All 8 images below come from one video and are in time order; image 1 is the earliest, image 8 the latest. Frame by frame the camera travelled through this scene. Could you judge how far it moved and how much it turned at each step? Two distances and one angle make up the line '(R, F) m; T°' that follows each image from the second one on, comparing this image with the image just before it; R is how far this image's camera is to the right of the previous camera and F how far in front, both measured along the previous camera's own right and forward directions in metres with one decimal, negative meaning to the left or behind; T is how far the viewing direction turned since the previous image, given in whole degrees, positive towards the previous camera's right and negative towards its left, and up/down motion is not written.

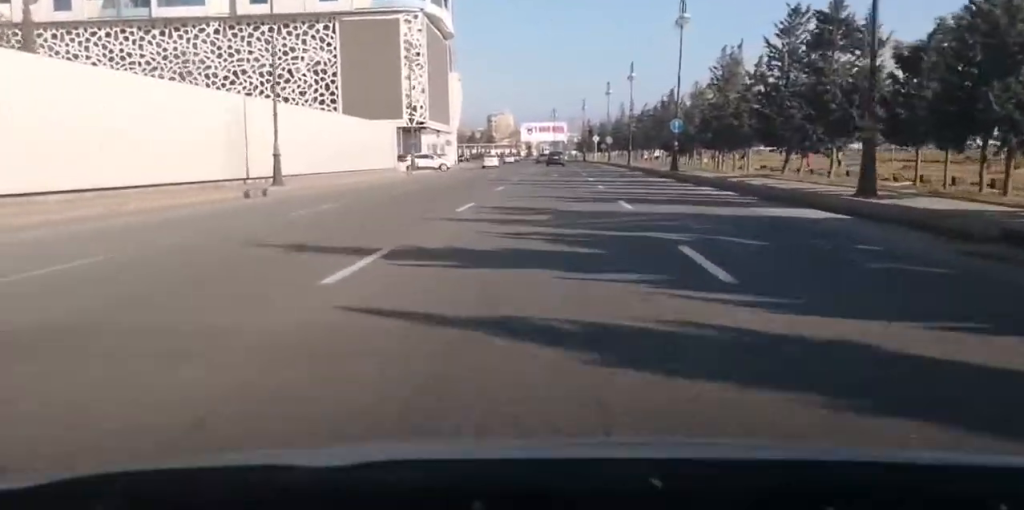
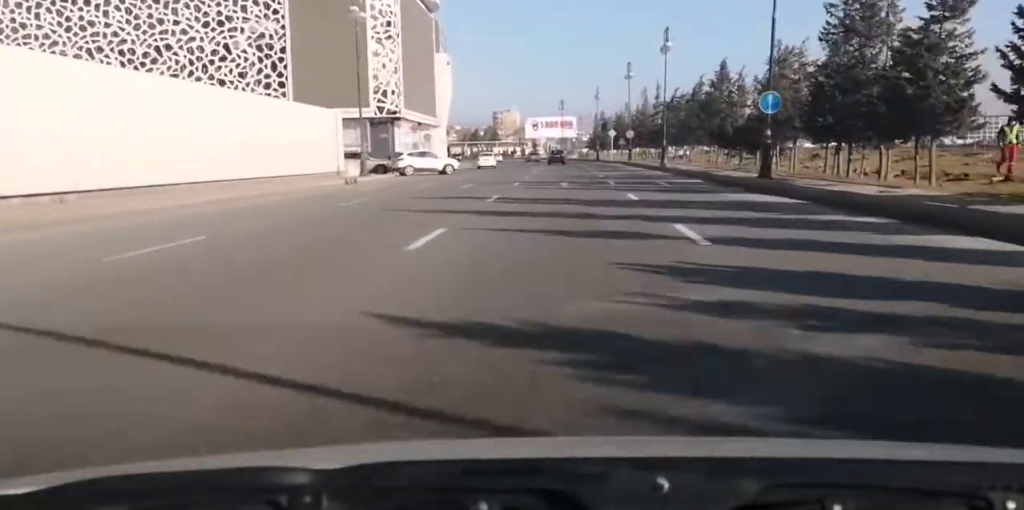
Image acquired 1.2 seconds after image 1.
(0.0, +20.6) m; -1°
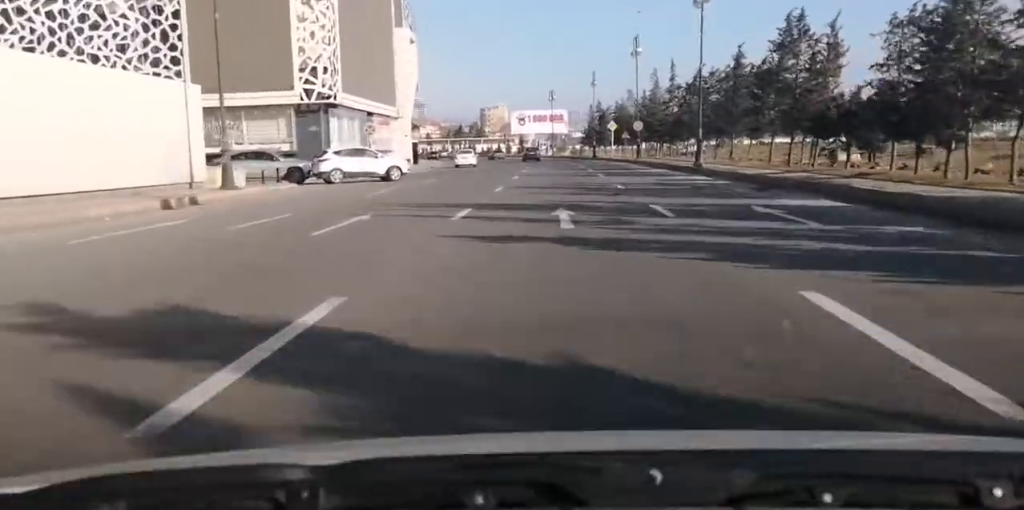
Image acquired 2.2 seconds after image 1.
(-0.3, +19.6) m; -1°
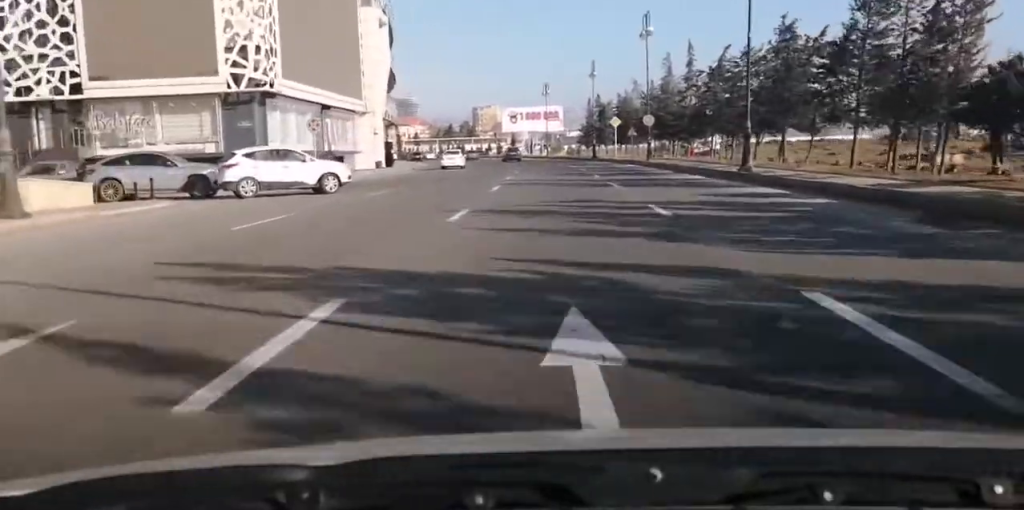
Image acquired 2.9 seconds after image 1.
(-0.2, +11.8) m; 0°
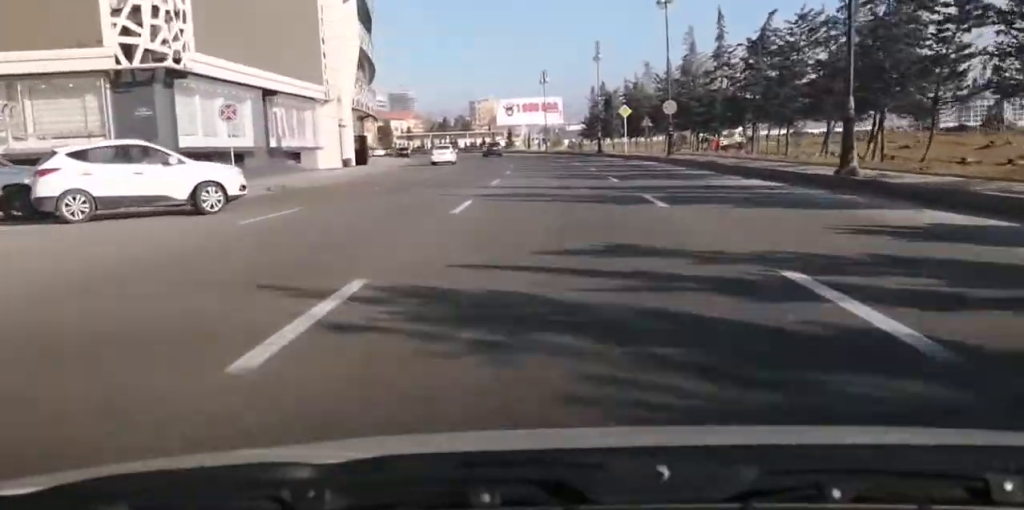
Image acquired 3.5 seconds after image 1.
(+0.3, +11.2) m; +1°
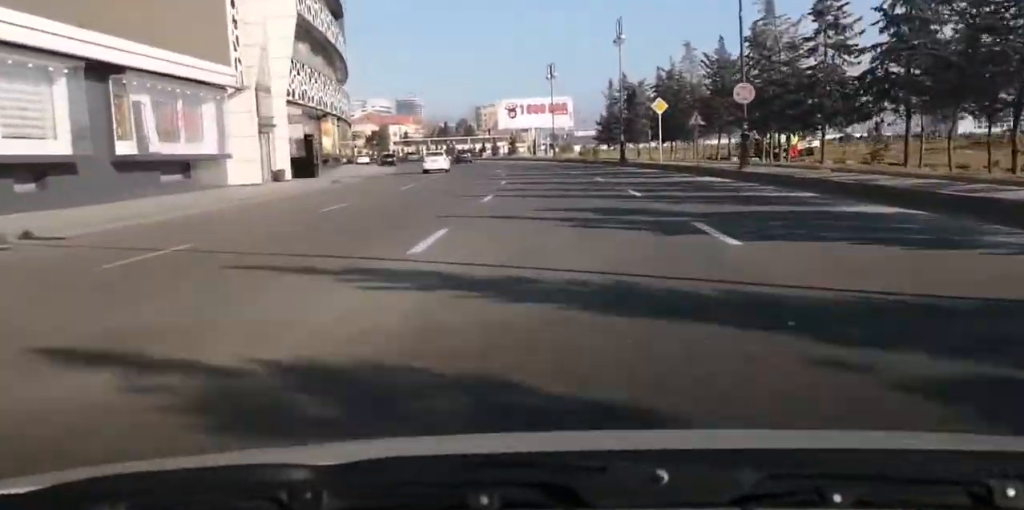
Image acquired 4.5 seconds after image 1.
(+0.1, +17.8) m; +2°
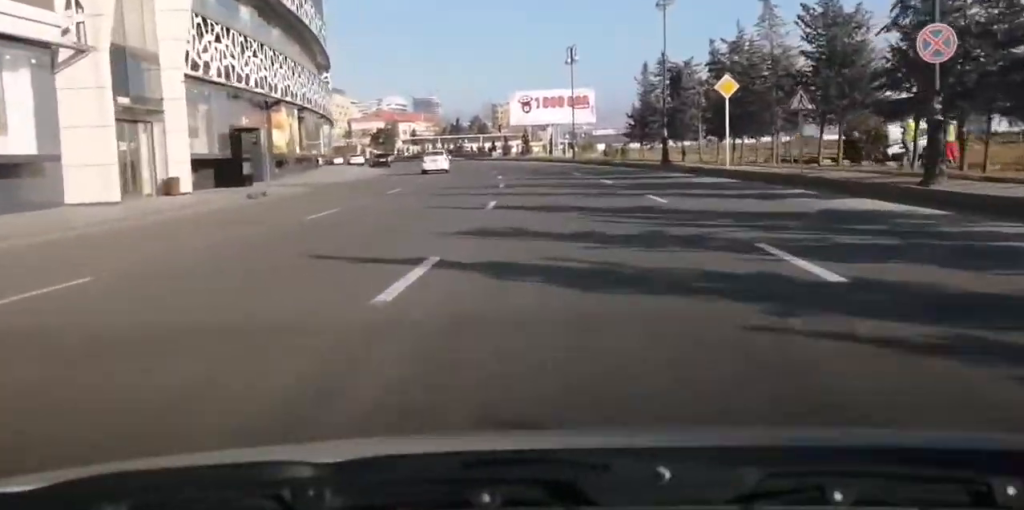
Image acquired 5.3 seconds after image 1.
(+0.3, +15.2) m; -1°
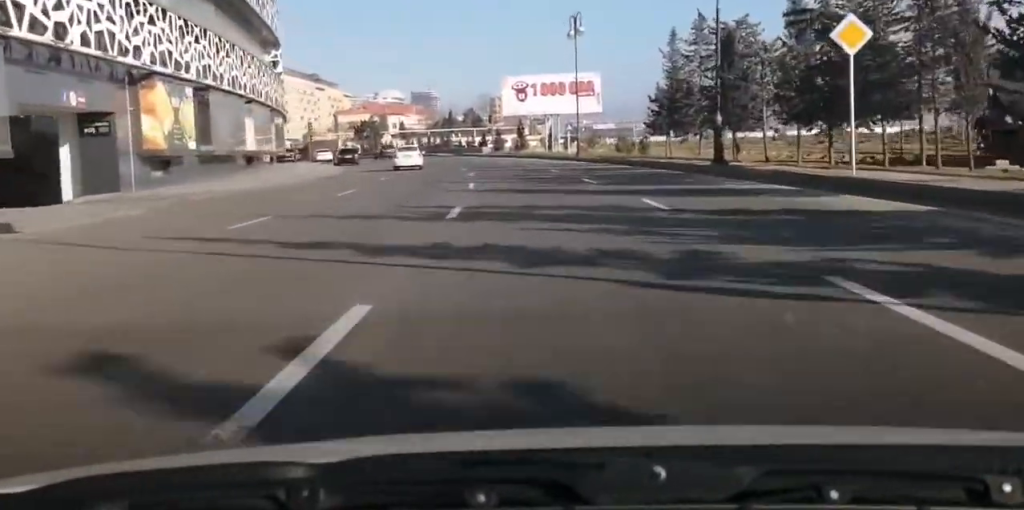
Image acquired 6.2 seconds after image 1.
(-0.2, +15.6) m; -2°
